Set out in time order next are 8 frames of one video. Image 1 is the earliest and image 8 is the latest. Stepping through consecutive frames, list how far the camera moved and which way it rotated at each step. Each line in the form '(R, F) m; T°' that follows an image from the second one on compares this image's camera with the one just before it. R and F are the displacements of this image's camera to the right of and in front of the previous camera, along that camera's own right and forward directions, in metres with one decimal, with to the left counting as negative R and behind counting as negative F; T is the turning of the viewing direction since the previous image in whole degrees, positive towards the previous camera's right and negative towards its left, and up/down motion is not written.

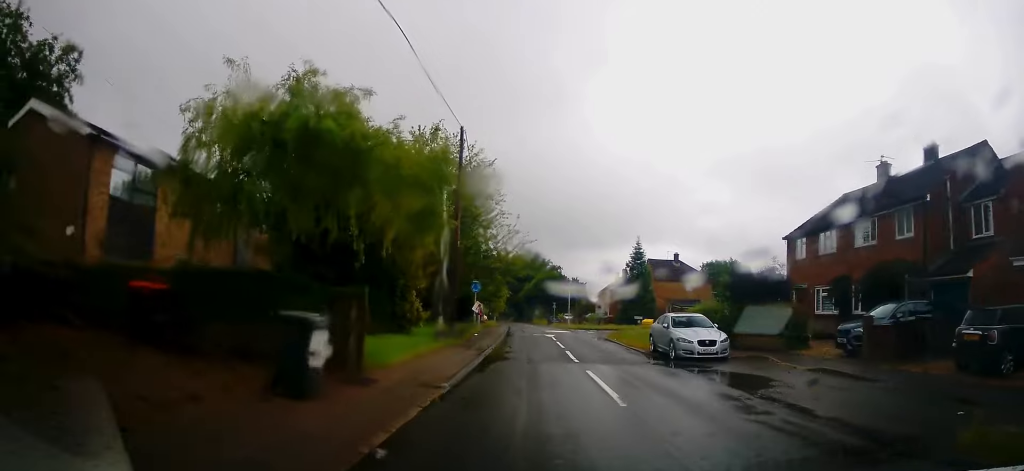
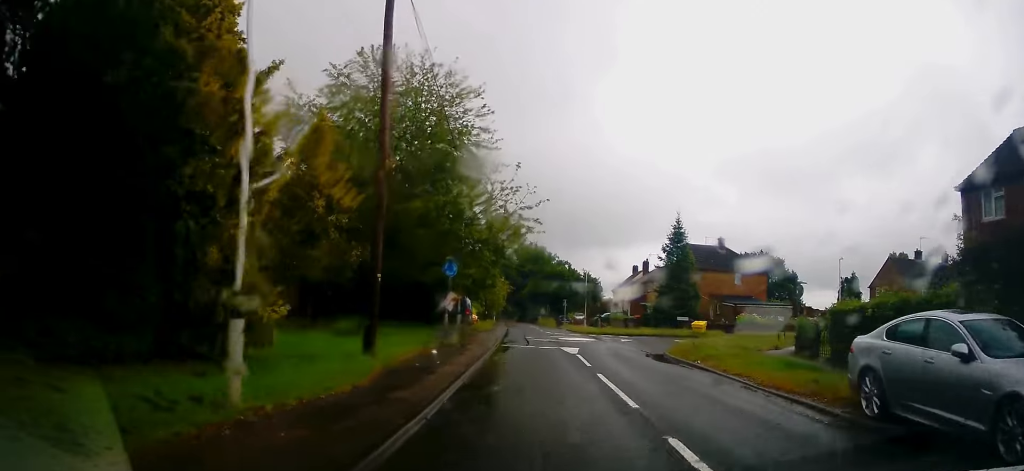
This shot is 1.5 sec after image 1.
(+0.1, +13.9) m; +2°
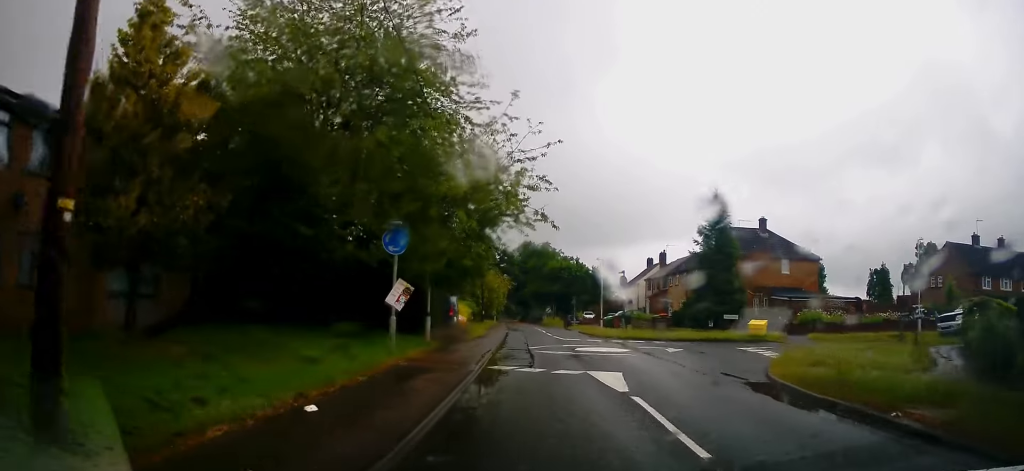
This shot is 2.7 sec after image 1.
(0.0, +9.6) m; -2°
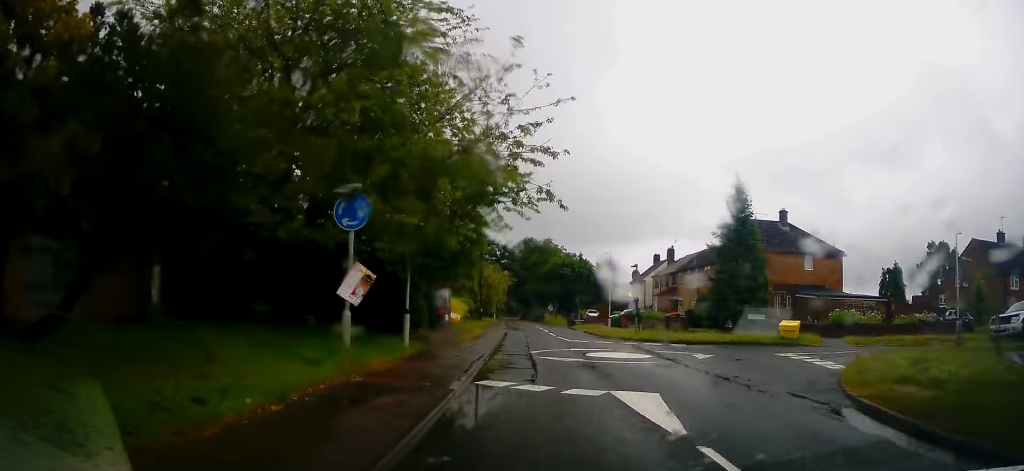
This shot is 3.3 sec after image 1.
(-0.1, +3.7) m; -1°
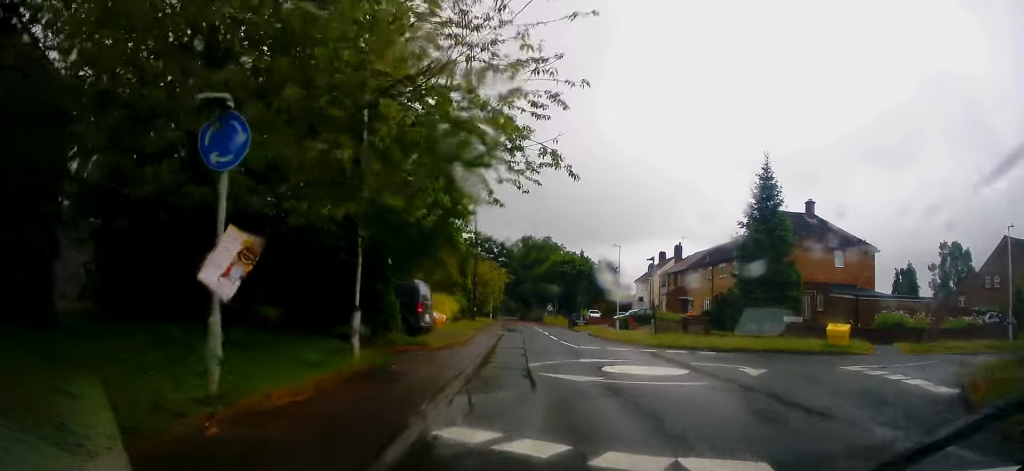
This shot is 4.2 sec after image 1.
(0.0, +4.6) m; +1°
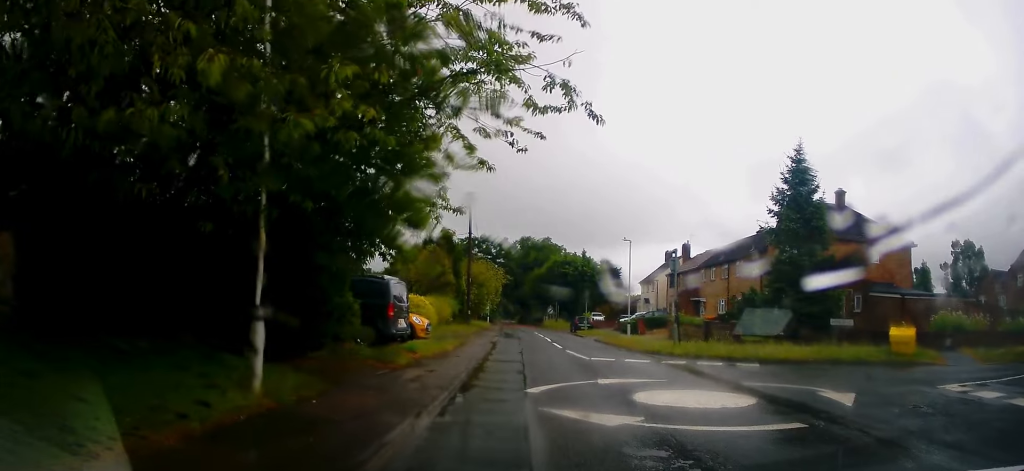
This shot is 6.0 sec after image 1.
(+0.5, +4.9) m; +5°
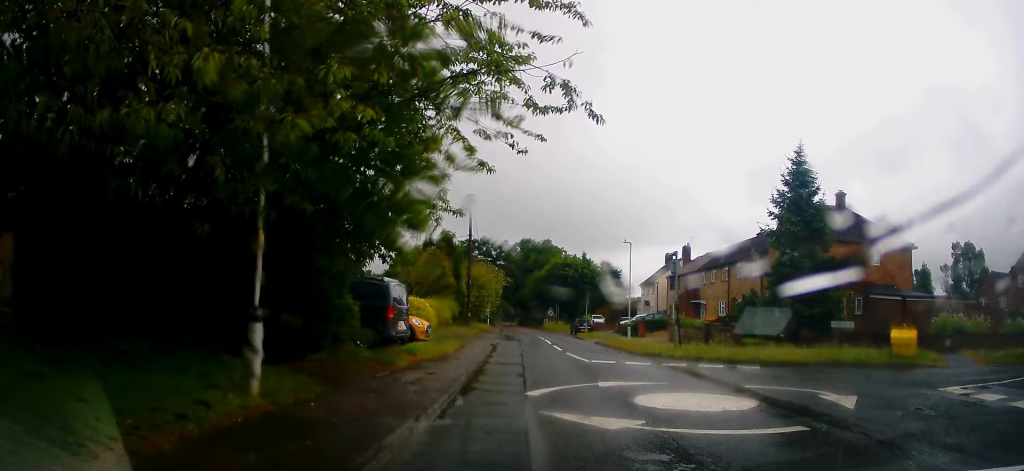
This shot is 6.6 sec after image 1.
(0.0, +0.3) m; 0°
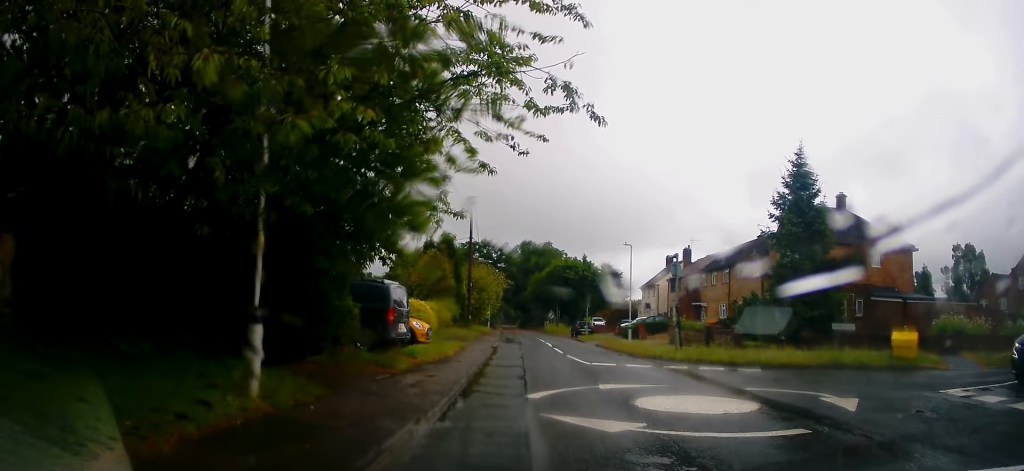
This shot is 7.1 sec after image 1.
(-0.1, +0.2) m; 0°
